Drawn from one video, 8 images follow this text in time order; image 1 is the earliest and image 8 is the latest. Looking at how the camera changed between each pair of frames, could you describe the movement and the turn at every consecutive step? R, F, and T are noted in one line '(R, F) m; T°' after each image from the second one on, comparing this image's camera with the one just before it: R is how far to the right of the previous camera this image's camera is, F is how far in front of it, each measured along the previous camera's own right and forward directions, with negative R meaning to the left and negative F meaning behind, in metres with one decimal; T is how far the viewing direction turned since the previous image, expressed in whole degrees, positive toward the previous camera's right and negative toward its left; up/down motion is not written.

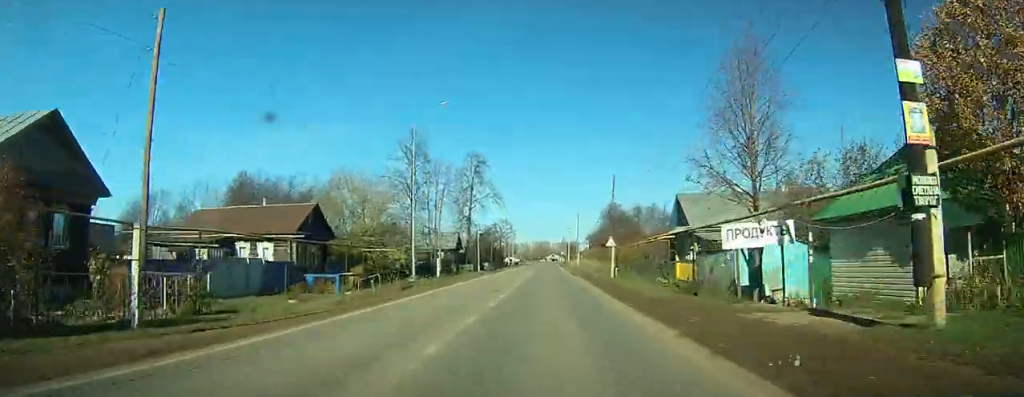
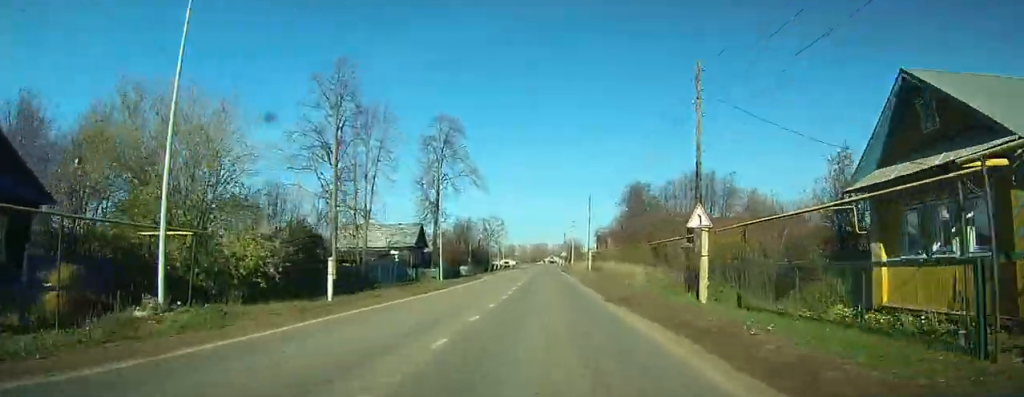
(+0.1, +25.0) m; 0°
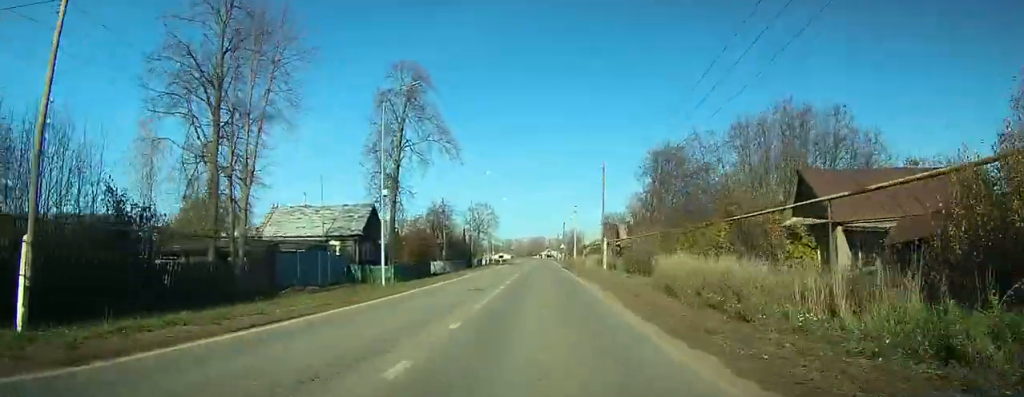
(0.0, +16.7) m; 0°
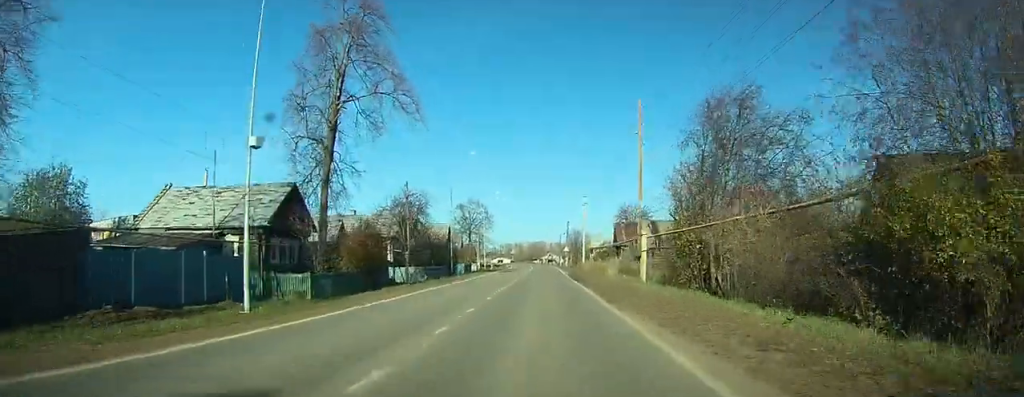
(0.0, +16.0) m; 0°
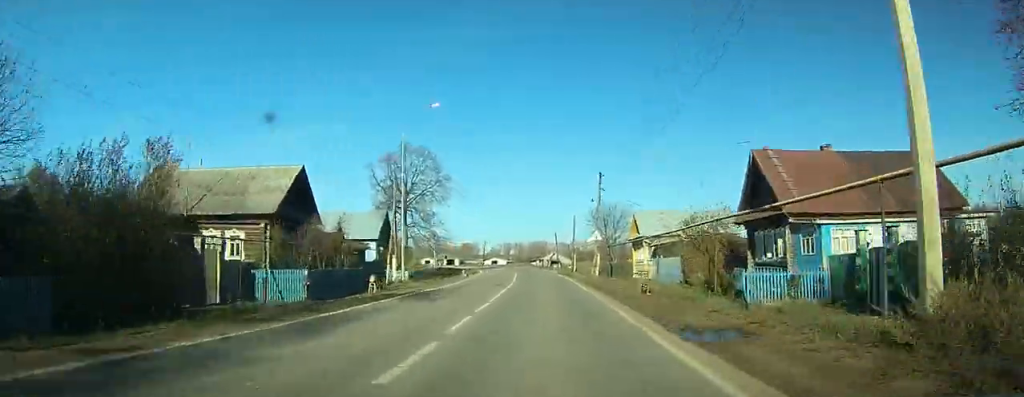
(+0.1, +58.2) m; -1°
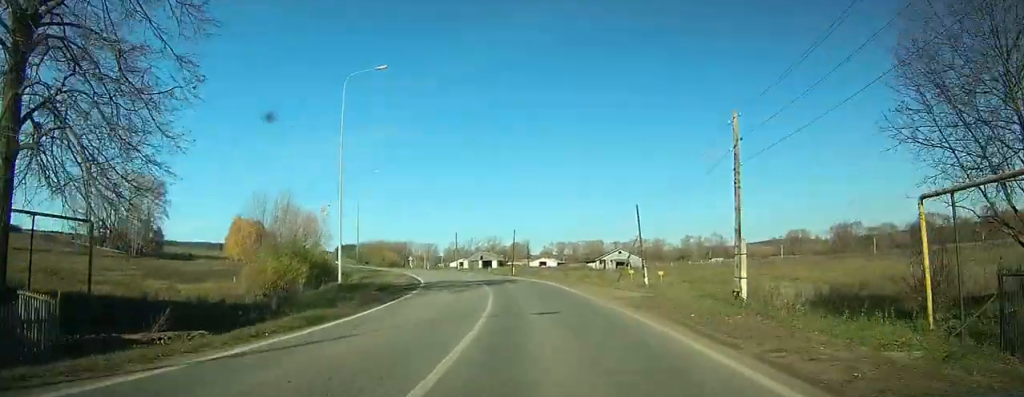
(-2.0, +49.4) m; -7°
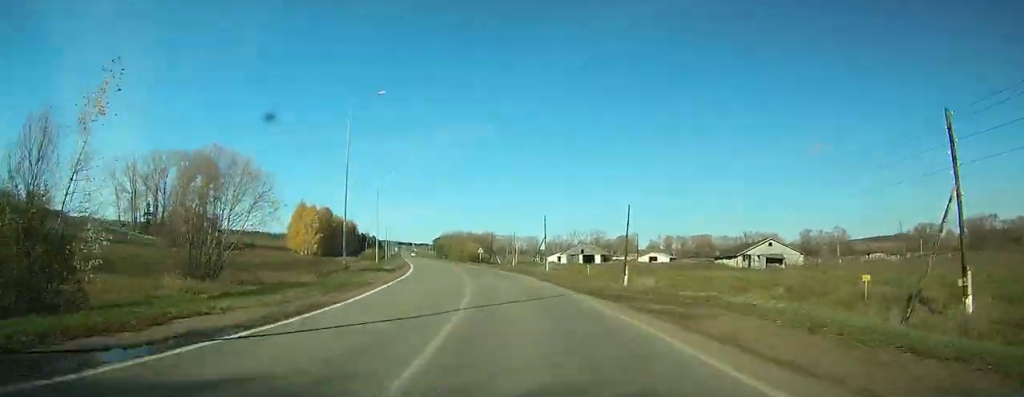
(-1.5, +28.5) m; -8°
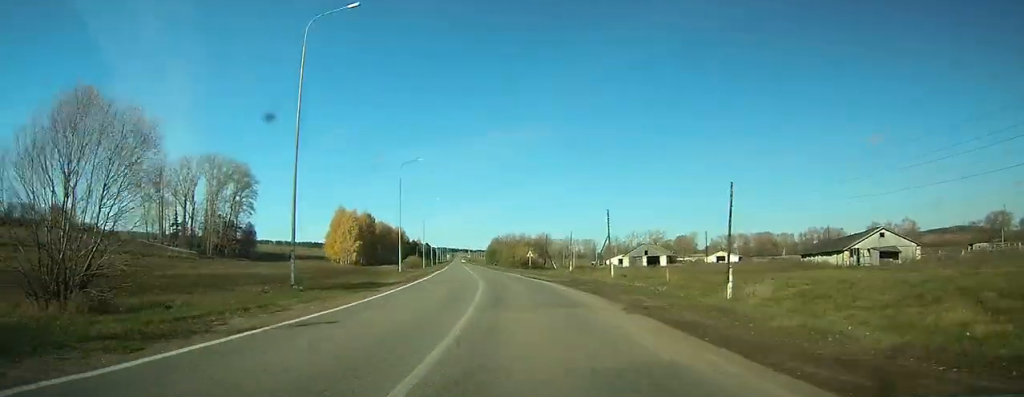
(-0.8, +14.2) m; -4°
